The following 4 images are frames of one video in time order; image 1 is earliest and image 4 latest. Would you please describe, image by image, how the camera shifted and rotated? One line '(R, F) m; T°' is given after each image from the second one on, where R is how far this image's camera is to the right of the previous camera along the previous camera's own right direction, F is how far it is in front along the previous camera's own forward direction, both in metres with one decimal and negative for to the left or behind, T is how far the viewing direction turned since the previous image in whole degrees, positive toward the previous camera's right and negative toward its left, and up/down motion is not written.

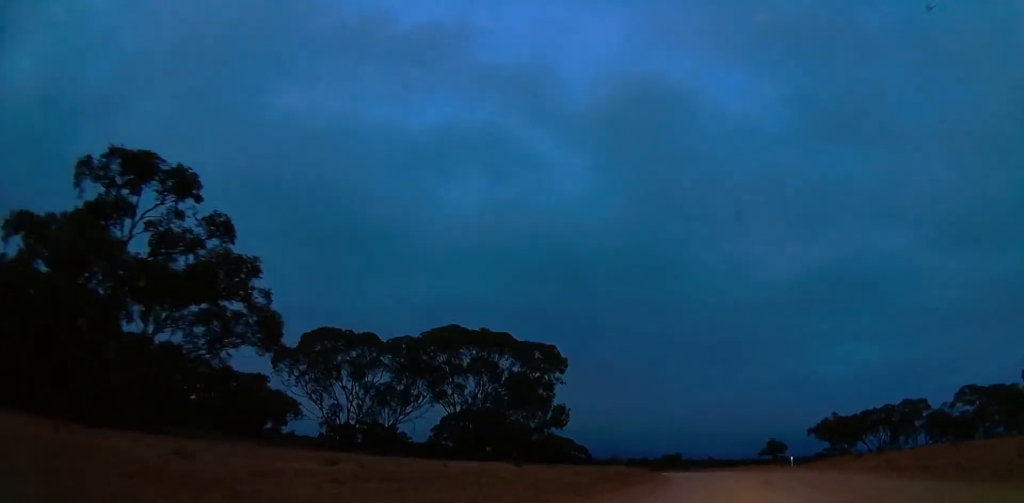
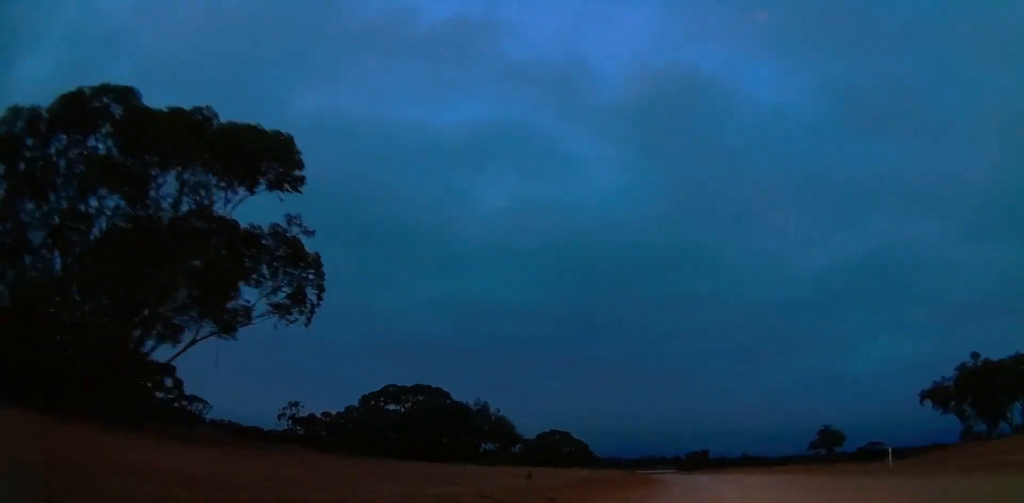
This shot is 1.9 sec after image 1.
(-0.5, +29.5) m; -2°
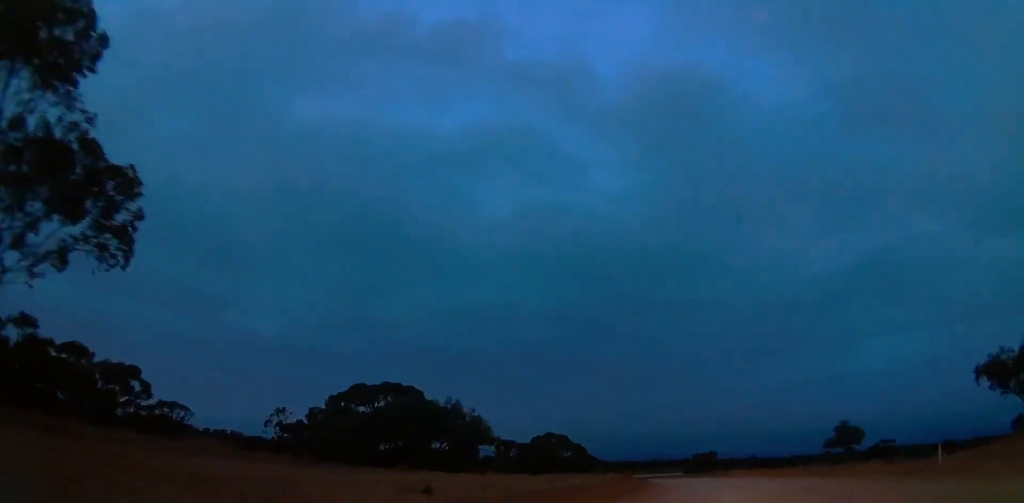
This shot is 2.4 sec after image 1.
(0.0, +7.2) m; -1°
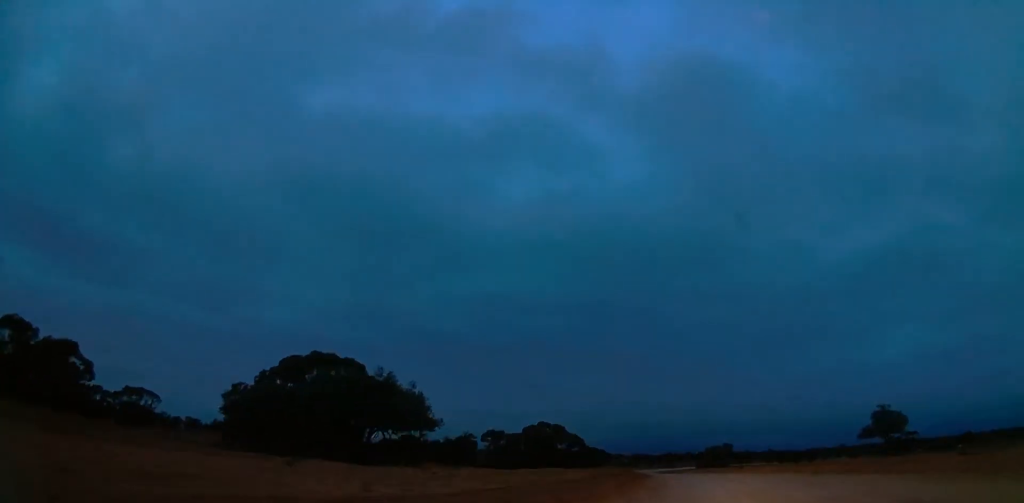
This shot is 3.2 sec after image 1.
(0.0, +12.3) m; -2°
